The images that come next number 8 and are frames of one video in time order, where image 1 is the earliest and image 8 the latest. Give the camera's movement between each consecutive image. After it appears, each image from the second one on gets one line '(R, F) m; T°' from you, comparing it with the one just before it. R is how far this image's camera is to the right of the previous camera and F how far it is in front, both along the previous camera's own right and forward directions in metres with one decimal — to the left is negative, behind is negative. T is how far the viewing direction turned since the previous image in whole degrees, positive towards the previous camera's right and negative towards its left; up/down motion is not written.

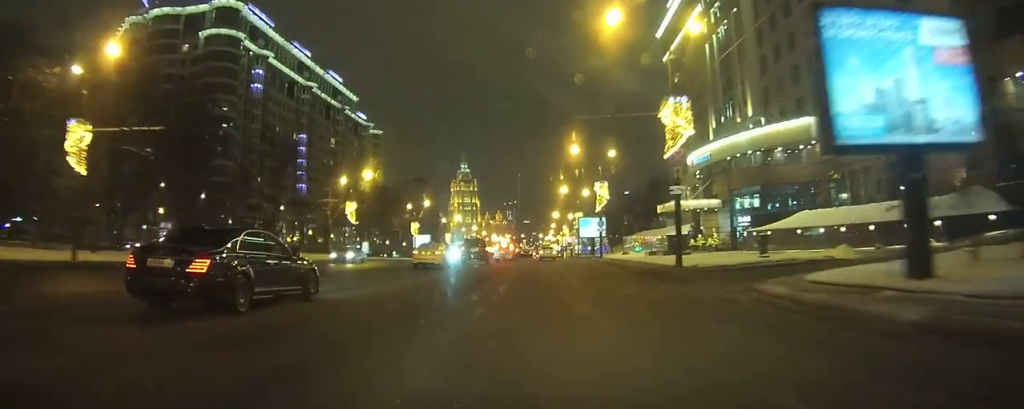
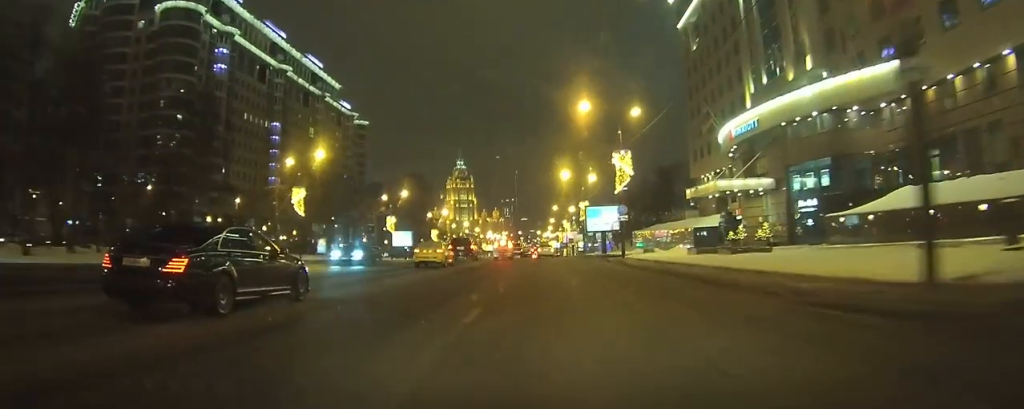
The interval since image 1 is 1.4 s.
(+0.1, +19.6) m; 0°
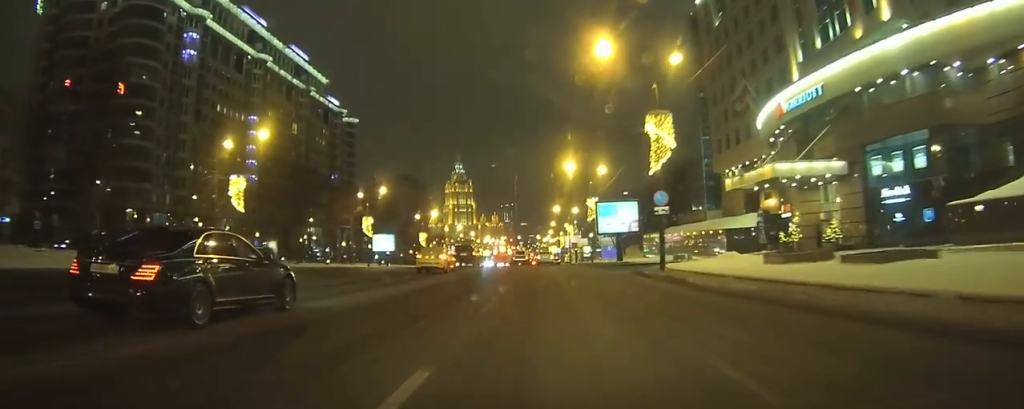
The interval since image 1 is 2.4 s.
(-0.2, +12.3) m; -2°
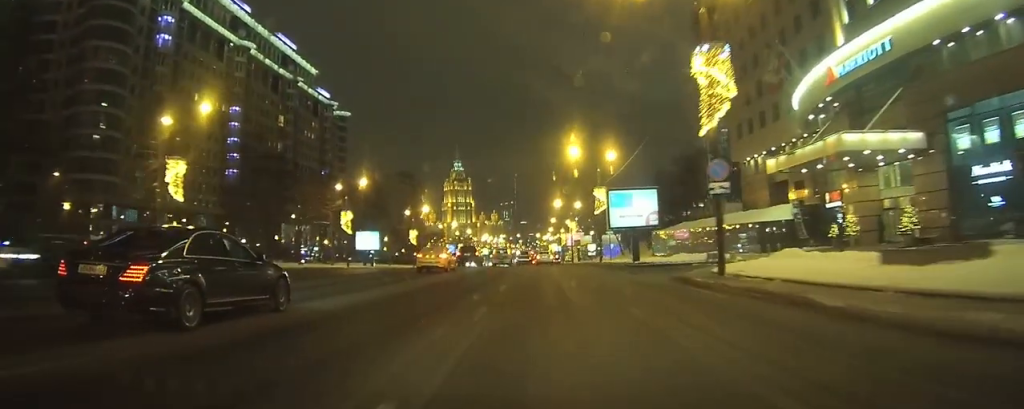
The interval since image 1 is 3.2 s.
(-0.1, +8.2) m; -1°
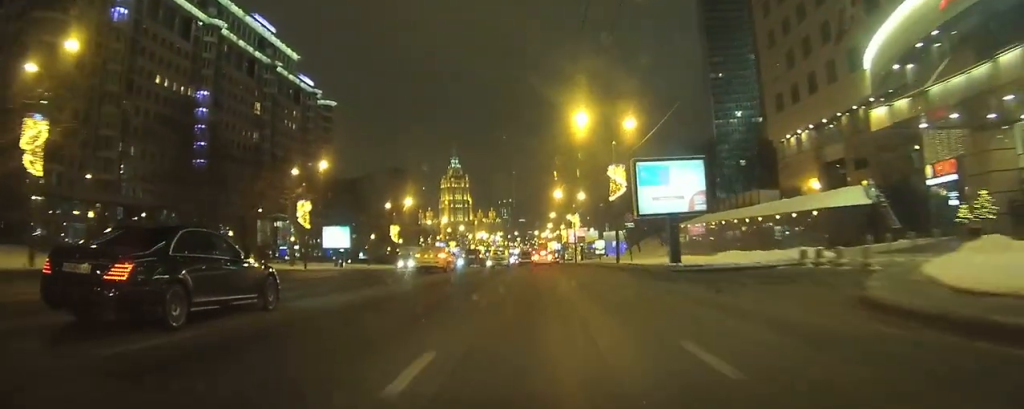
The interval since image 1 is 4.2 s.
(-0.1, +13.6) m; -1°
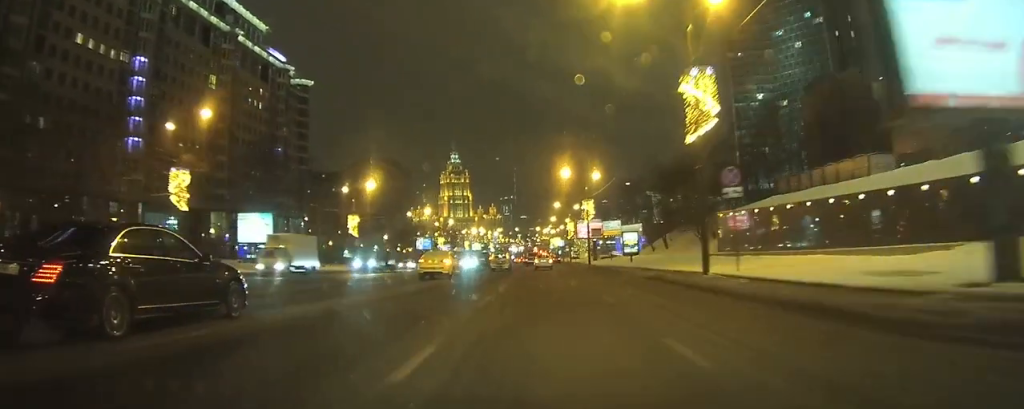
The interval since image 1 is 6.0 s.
(+0.2, +27.8) m; +1°
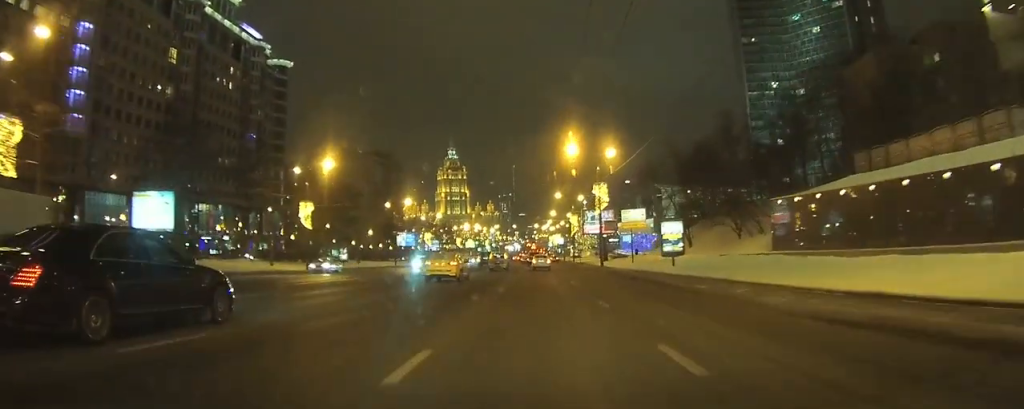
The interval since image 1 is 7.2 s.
(+0.1, +18.4) m; 0°
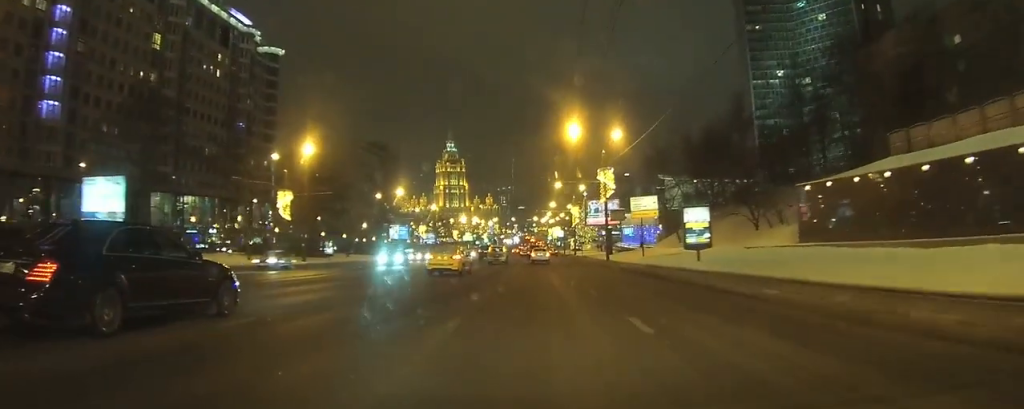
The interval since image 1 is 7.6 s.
(0.0, +6.0) m; 0°
